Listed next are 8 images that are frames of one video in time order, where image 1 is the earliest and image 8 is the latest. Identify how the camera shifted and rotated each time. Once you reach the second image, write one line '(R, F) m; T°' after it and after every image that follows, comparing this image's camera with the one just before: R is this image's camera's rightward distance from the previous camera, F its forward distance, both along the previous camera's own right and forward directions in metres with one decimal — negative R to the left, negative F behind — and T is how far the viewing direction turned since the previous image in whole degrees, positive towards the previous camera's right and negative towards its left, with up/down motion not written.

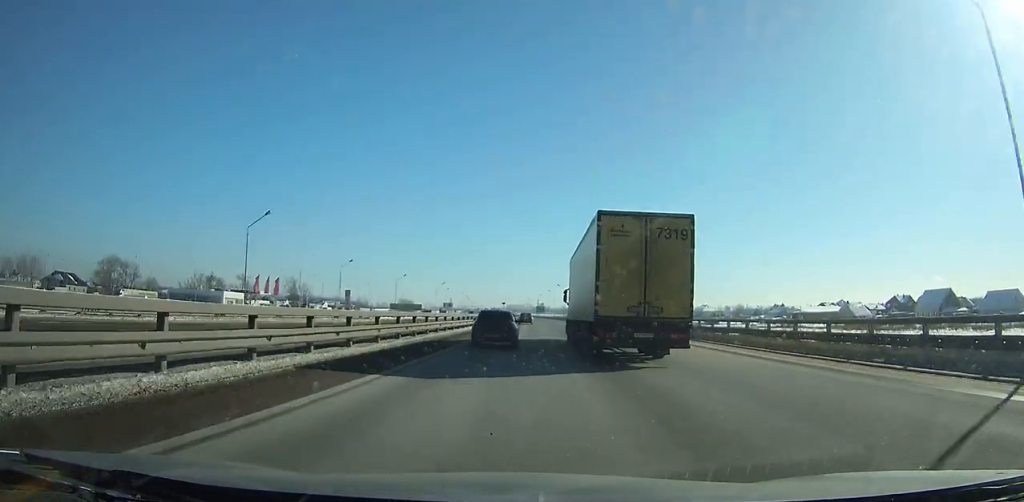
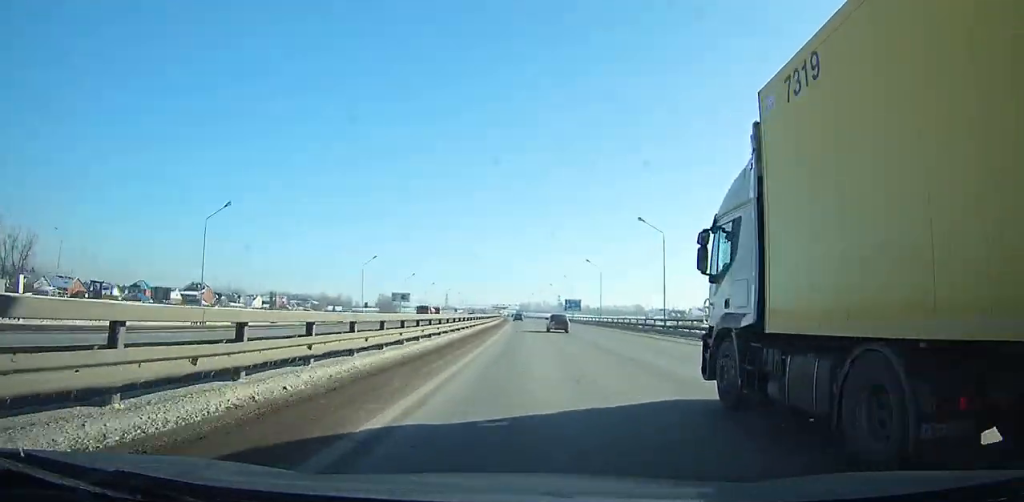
(-1.3, +164.0) m; -1°
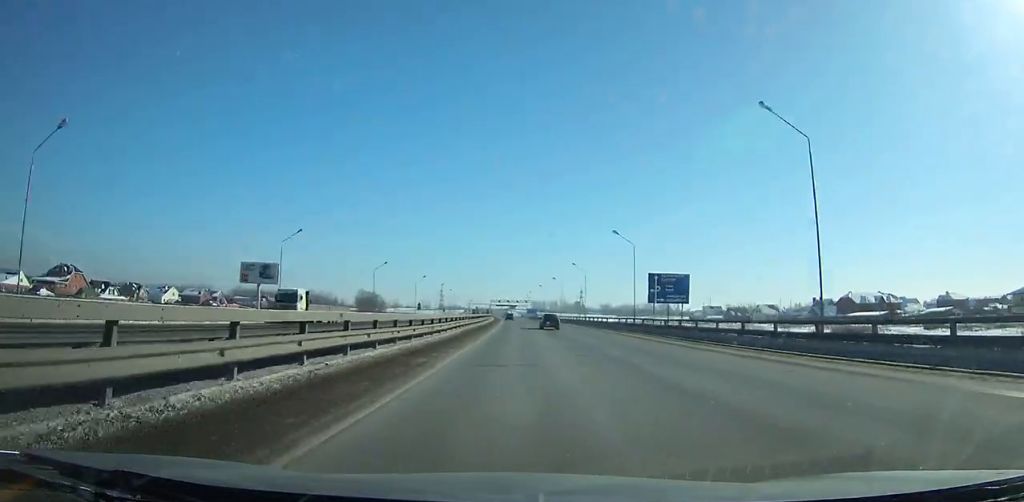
(-2.0, +109.8) m; -2°
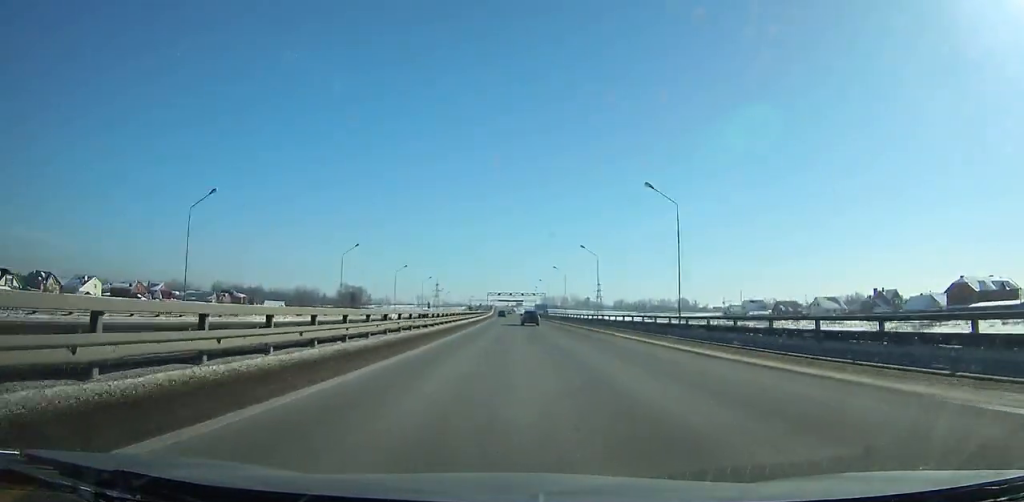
(-0.1, +61.1) m; -1°
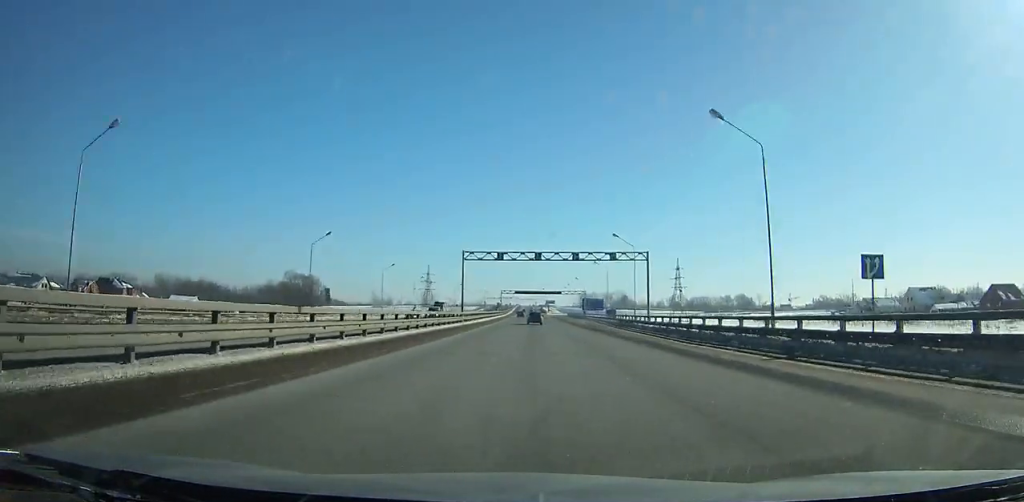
(-4.0, +137.0) m; -3°
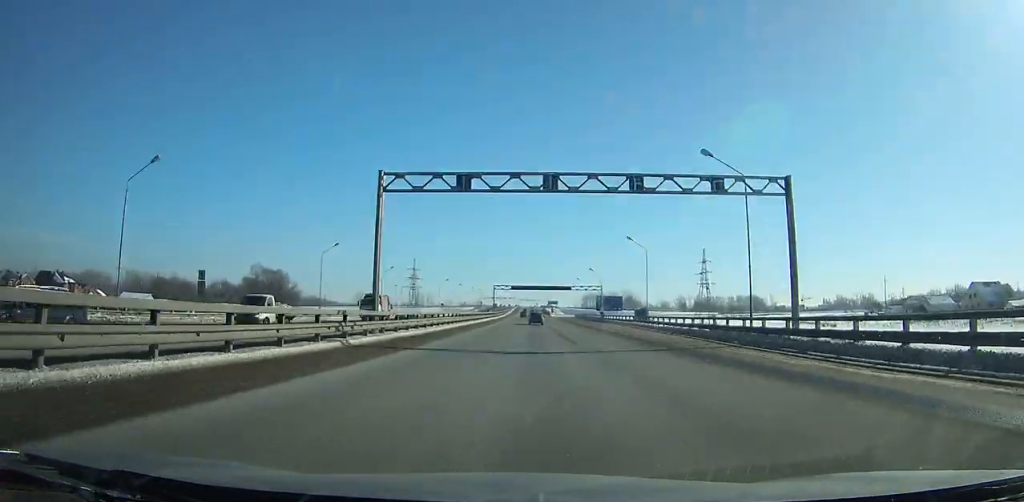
(-0.1, +35.2) m; 0°
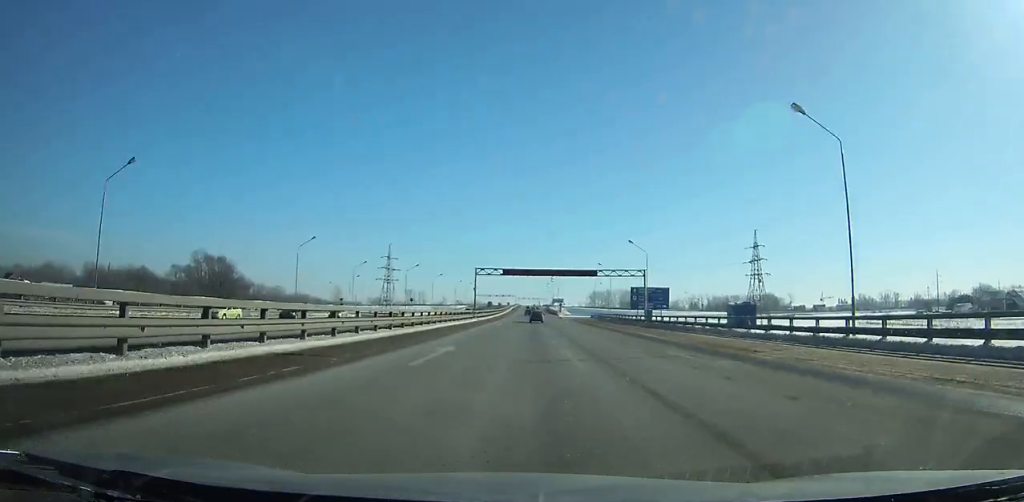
(-0.2, +45.8) m; 0°
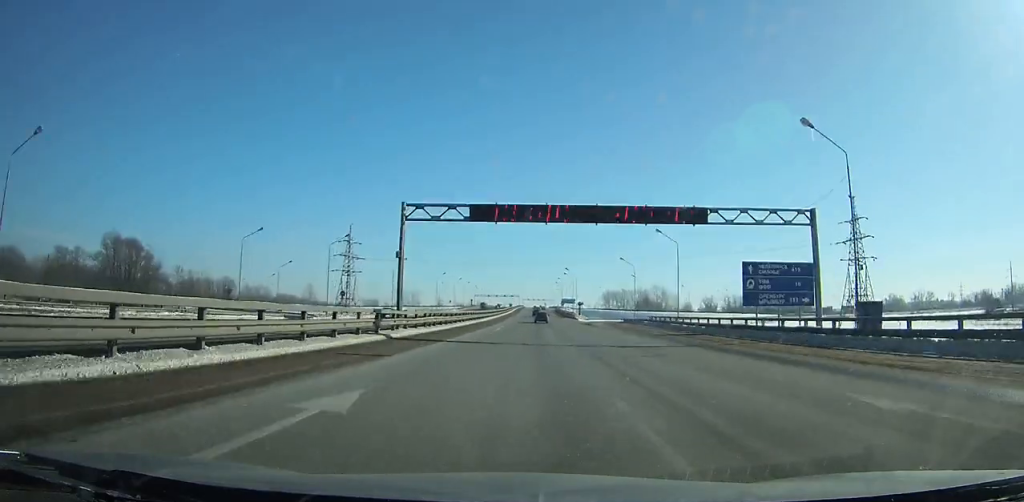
(-0.1, +48.2) m; 0°
